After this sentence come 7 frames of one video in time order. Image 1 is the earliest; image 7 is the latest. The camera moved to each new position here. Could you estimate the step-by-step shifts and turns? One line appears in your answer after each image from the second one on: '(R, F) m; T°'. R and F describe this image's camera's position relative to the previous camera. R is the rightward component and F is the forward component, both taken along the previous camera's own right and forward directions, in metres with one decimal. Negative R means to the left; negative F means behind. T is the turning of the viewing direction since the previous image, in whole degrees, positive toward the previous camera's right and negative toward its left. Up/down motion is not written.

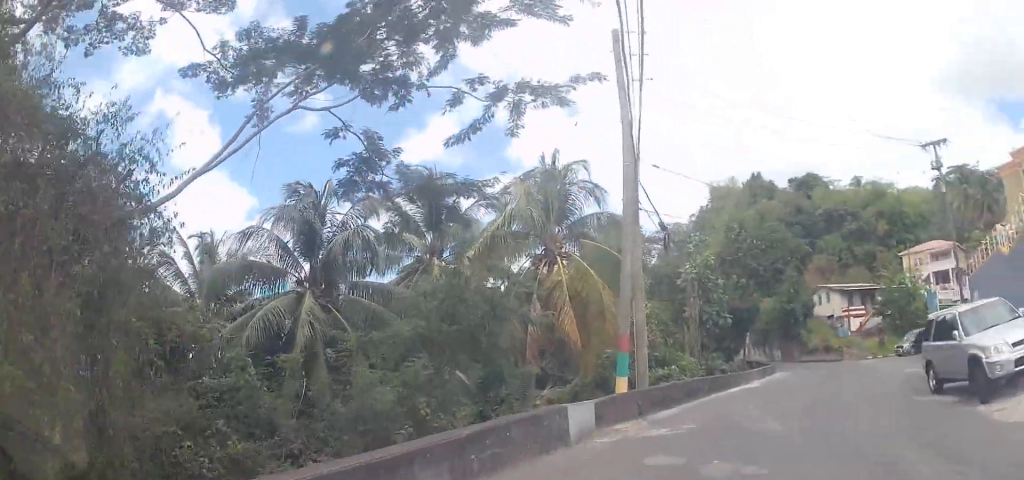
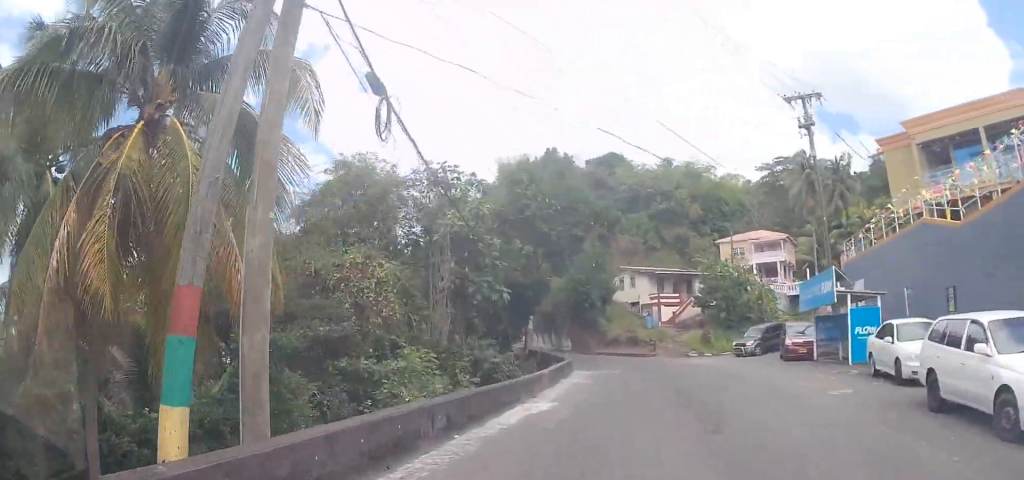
(+3.0, +8.6) m; +31°
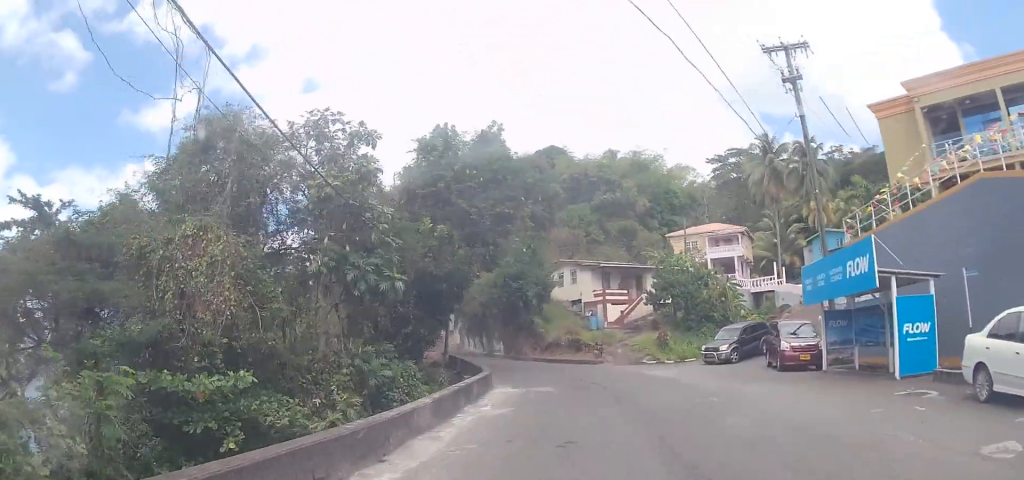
(+0.1, +6.2) m; -4°
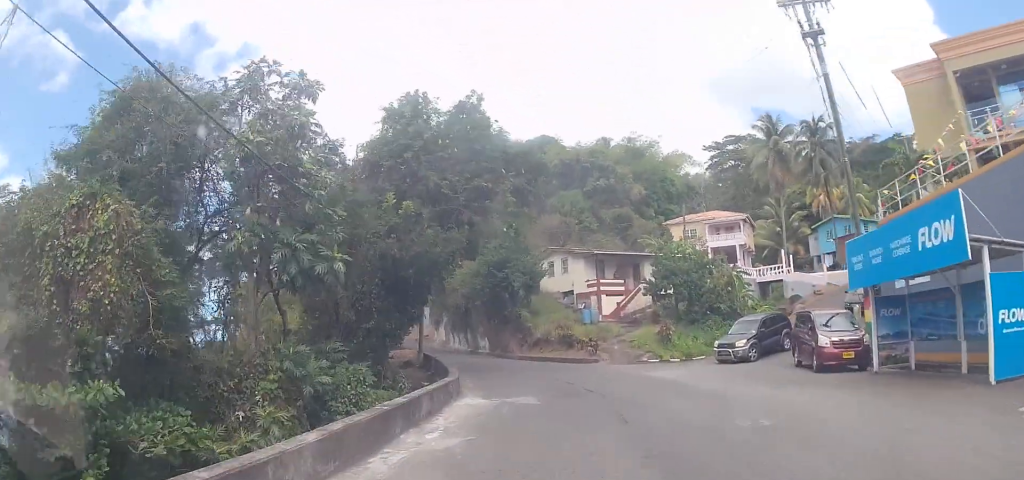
(-0.3, +4.0) m; +3°
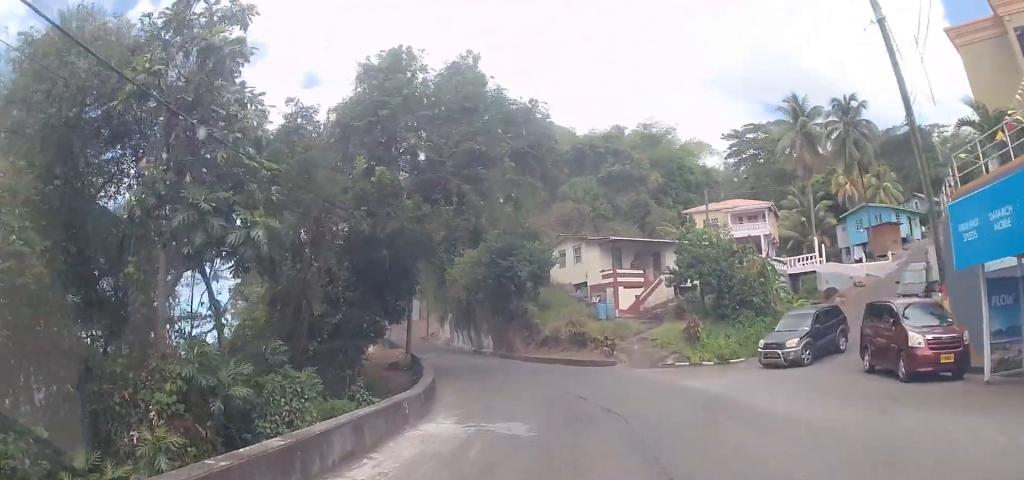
(0.0, +4.3) m; +3°
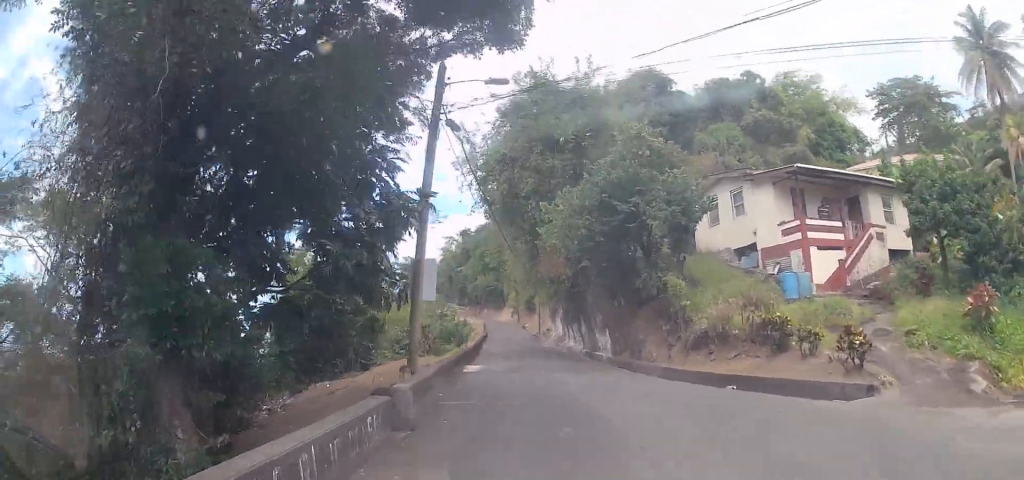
(-0.1, +14.7) m; -8°
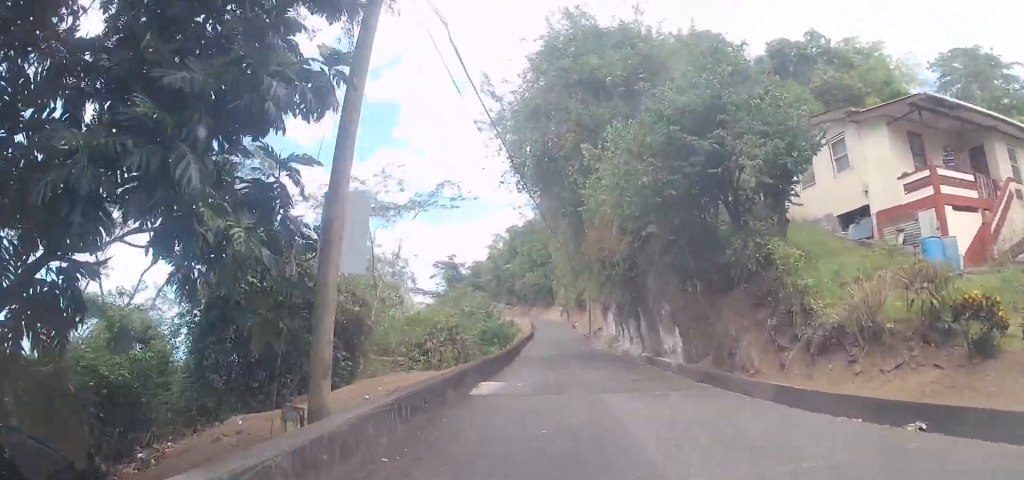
(-0.3, +6.4) m; -2°
